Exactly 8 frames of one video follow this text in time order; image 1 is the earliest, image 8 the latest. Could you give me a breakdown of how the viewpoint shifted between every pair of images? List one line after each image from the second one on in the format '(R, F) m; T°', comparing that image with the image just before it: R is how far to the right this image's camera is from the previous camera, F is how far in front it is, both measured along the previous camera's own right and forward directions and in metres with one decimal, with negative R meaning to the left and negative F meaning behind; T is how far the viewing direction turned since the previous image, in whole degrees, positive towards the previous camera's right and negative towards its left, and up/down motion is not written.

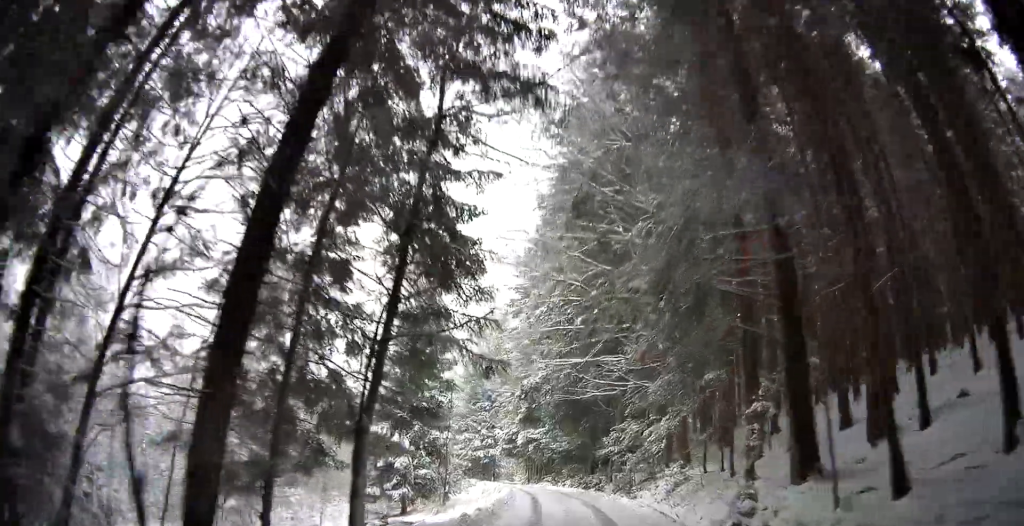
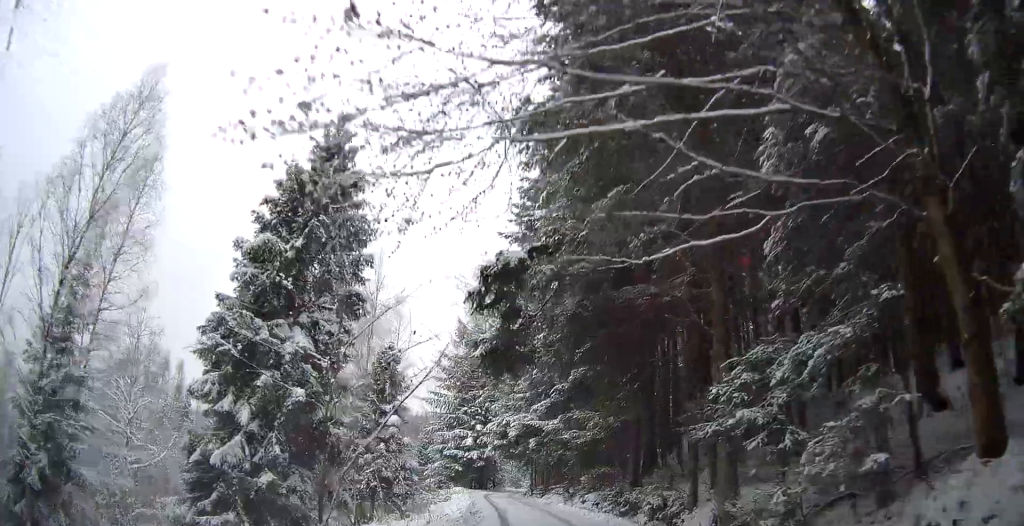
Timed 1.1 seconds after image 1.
(-0.2, +13.3) m; -2°
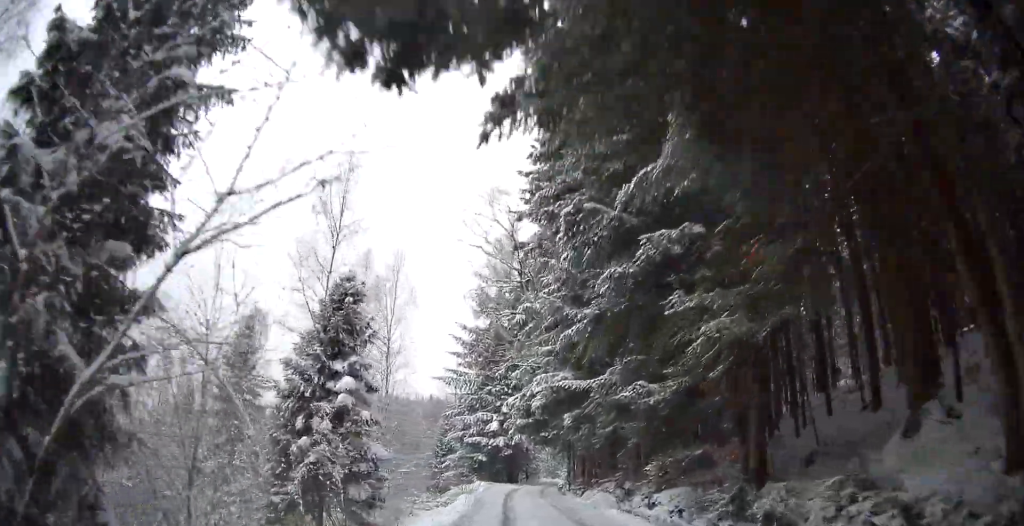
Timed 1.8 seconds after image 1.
(-0.2, +8.6) m; -1°
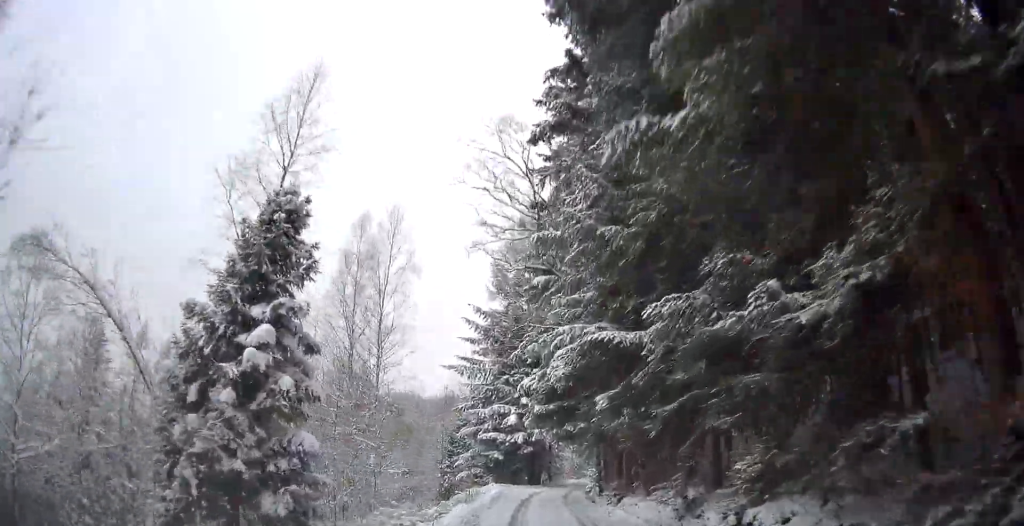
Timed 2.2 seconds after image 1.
(0.0, +5.7) m; 0°
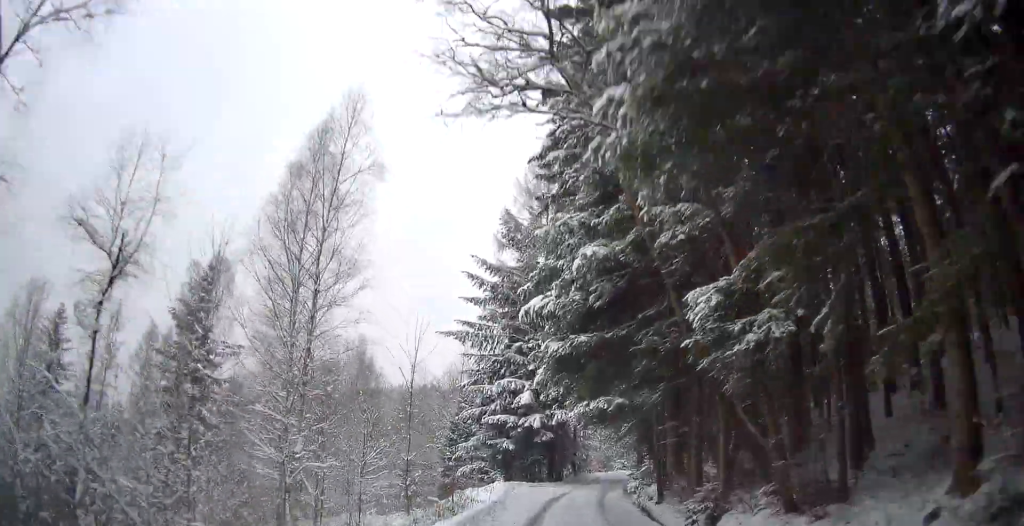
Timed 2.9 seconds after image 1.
(0.0, +9.6) m; +1°
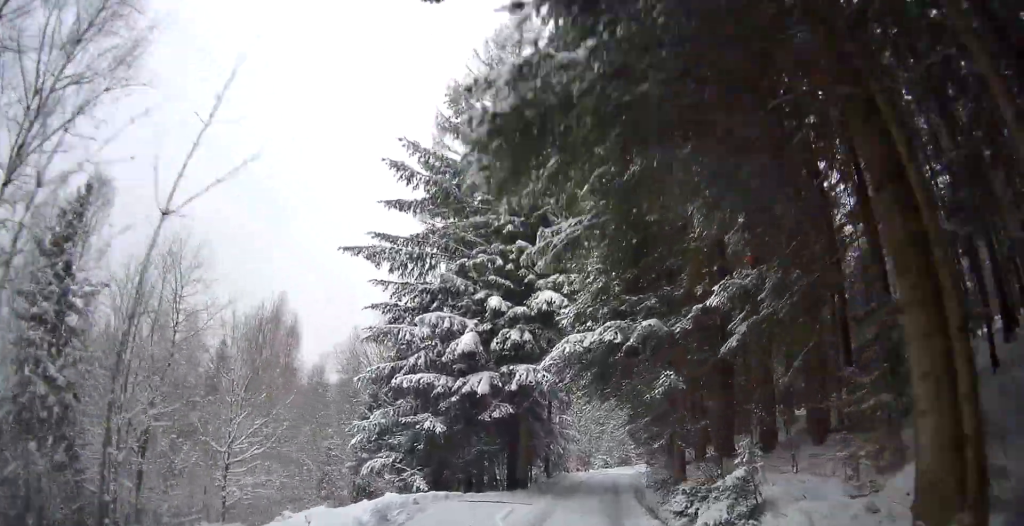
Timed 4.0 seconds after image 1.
(+0.2, +13.8) m; +1°
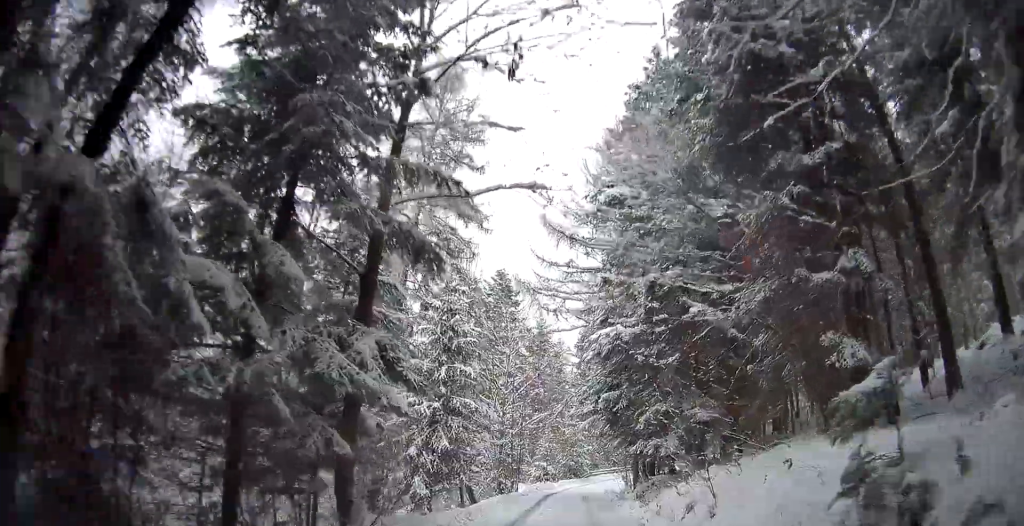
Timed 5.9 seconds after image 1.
(-0.3, +23.3) m; 0°
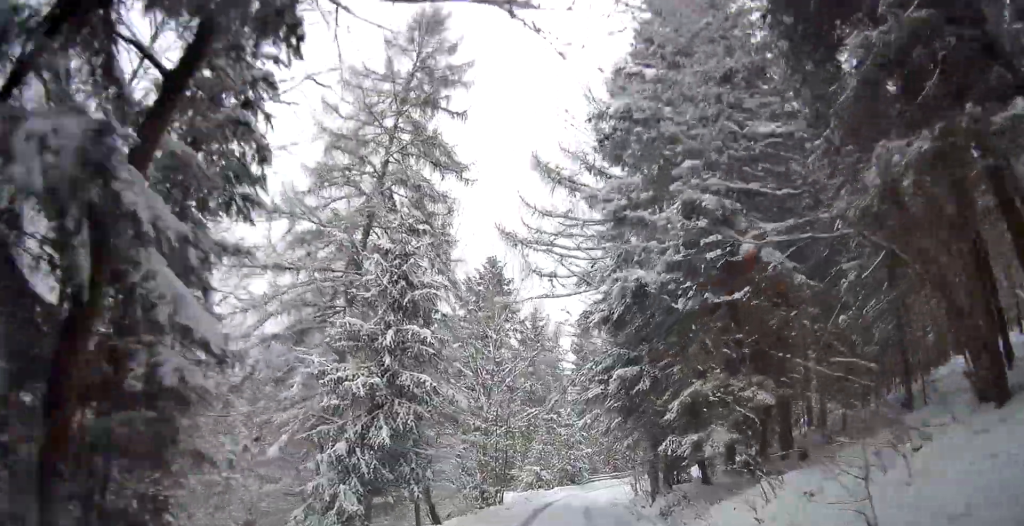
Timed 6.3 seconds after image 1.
(0.0, +5.3) m; 0°
